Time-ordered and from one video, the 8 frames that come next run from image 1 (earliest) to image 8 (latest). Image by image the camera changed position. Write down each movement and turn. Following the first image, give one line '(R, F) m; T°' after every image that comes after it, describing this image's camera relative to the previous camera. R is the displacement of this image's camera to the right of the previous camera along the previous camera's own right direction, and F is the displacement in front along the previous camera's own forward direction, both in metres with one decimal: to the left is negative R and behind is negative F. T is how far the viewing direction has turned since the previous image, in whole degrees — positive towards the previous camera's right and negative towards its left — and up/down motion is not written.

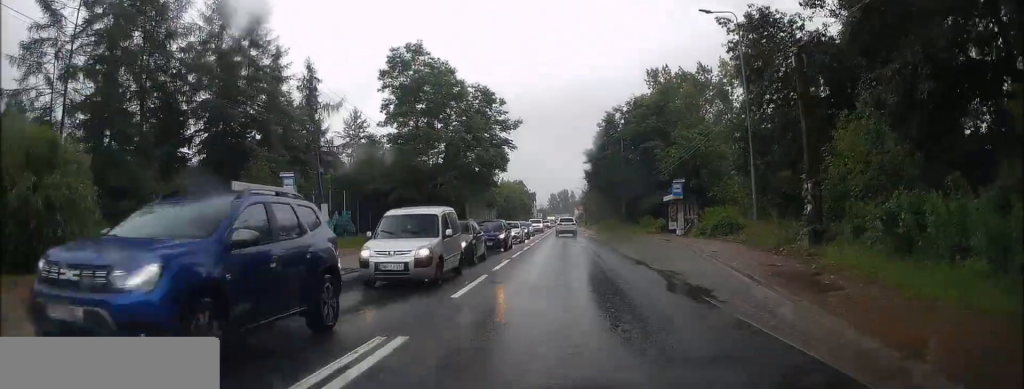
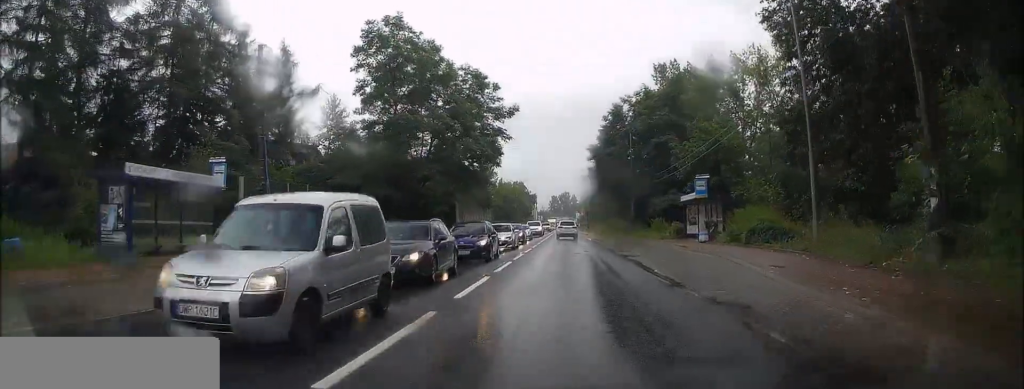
(+0.1, +5.9) m; +1°
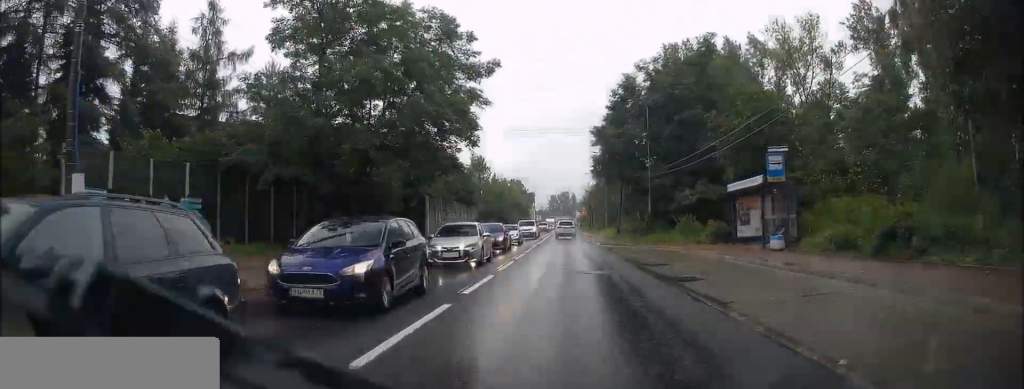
(+0.2, +11.3) m; +1°
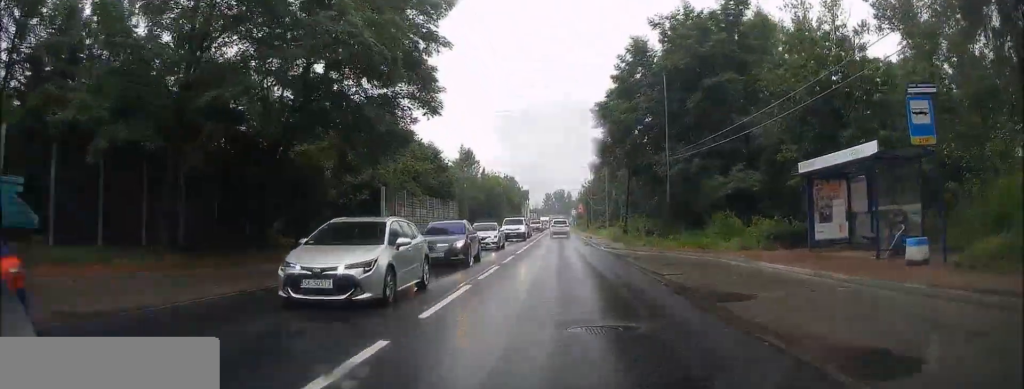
(0.0, +9.2) m; 0°
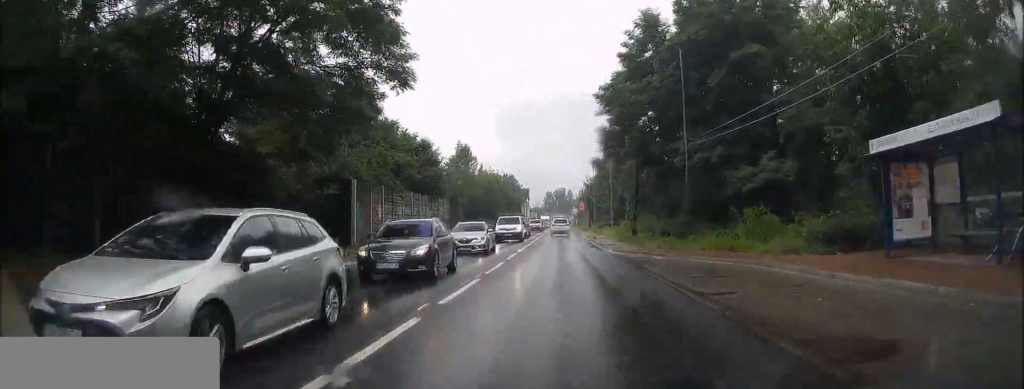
(0.0, +4.7) m; 0°
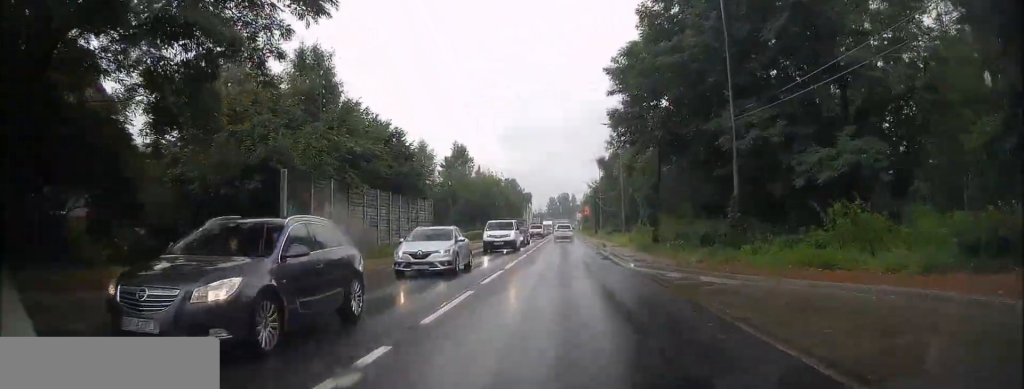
(-0.1, +7.6) m; -1°
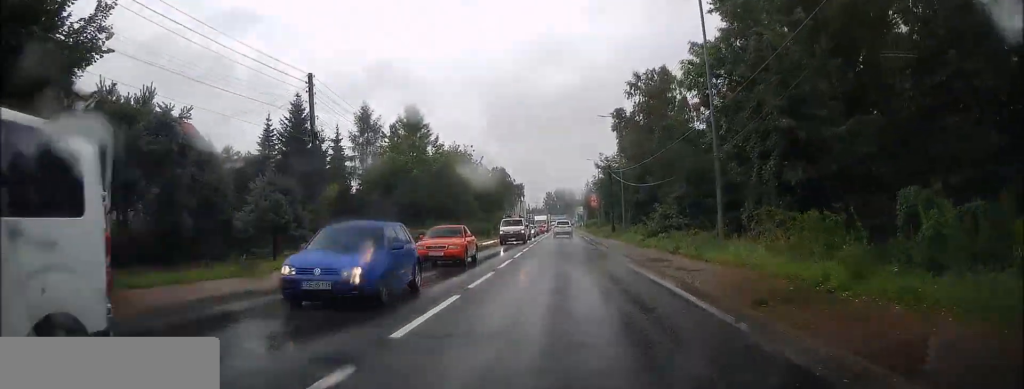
(-0.1, +30.9) m; 0°
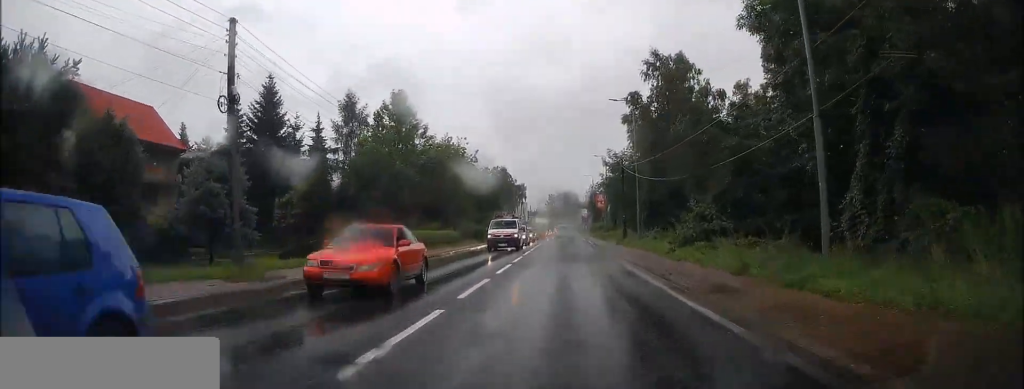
(-0.1, +7.5) m; -1°
